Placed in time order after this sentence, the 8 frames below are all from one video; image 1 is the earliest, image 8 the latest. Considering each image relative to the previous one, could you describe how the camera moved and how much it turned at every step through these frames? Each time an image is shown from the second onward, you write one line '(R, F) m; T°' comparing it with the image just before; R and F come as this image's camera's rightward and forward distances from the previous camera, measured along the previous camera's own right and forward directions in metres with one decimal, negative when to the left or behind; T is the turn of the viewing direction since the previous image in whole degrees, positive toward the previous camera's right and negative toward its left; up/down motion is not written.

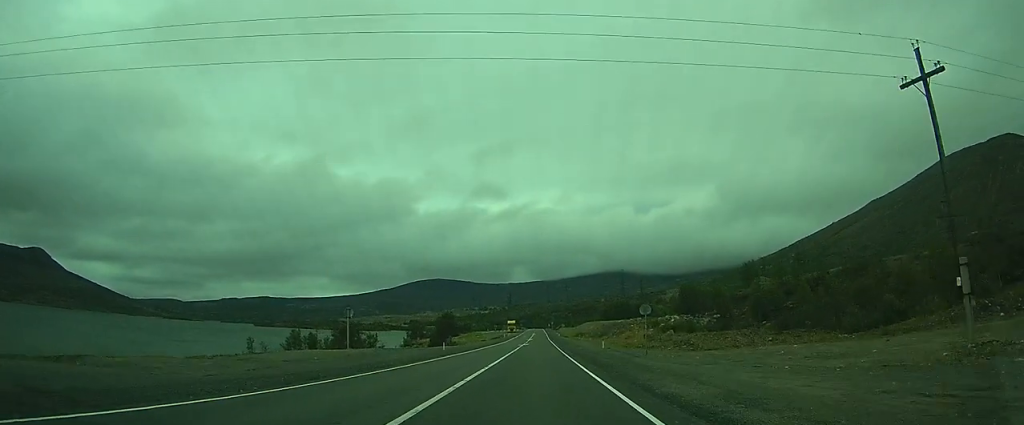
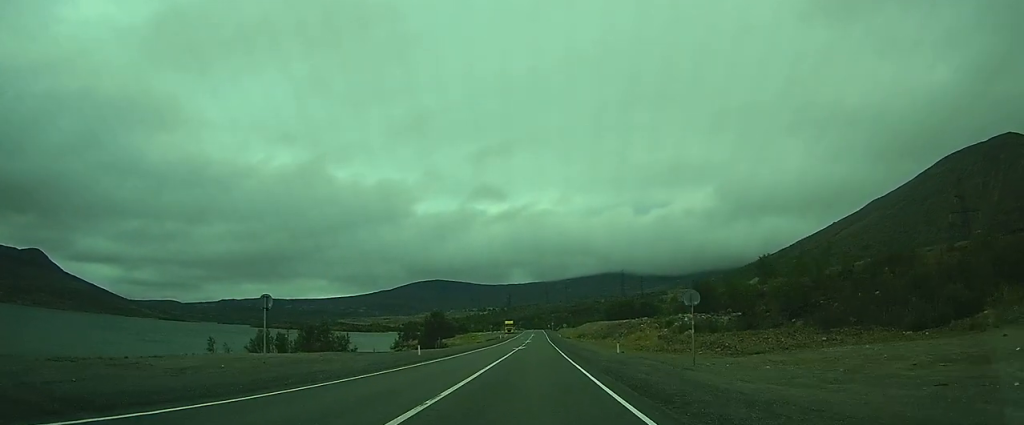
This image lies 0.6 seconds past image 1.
(-0.1, +11.3) m; +1°
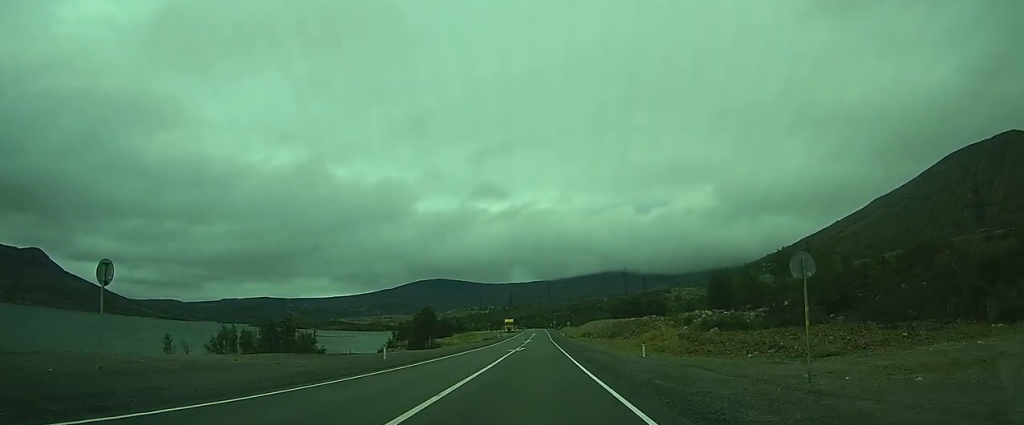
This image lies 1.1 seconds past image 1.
(+0.2, +10.6) m; +1°
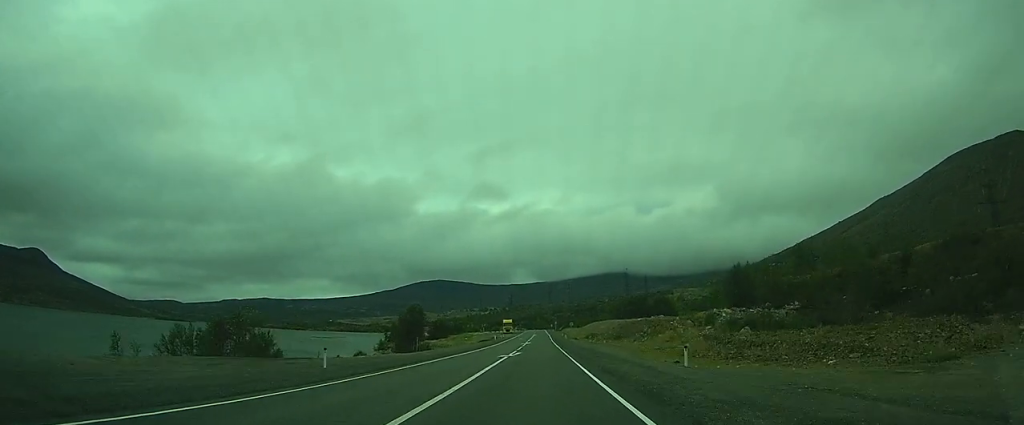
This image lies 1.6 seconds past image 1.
(0.0, +9.9) m; +1°
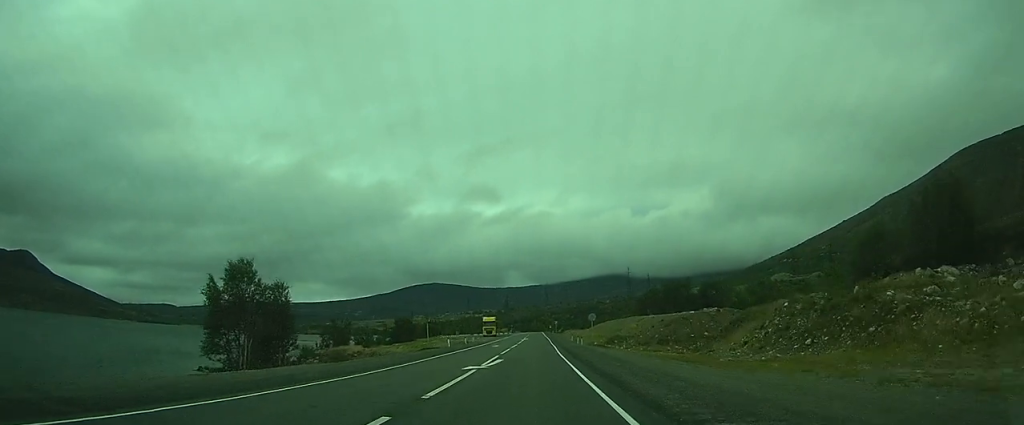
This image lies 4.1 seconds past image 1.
(+1.5, +49.9) m; +3°
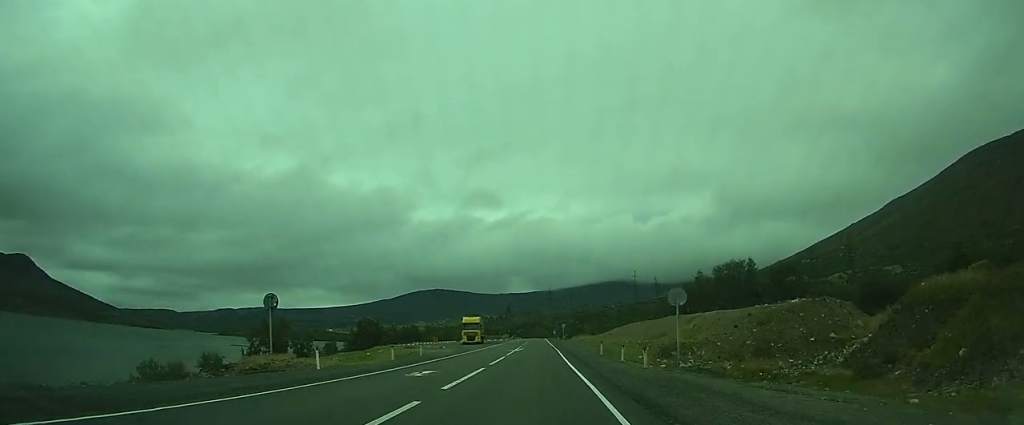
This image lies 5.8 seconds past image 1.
(+0.1, +34.3) m; 0°
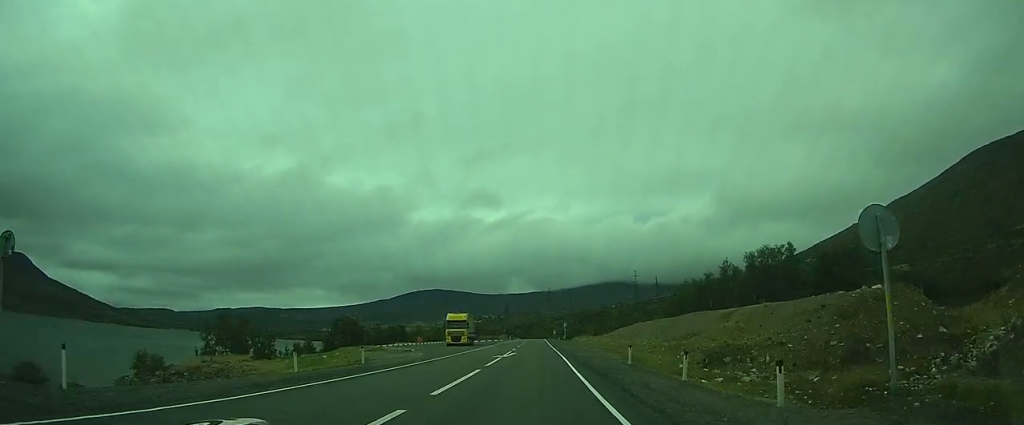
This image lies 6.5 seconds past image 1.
(-0.2, +13.6) m; 0°
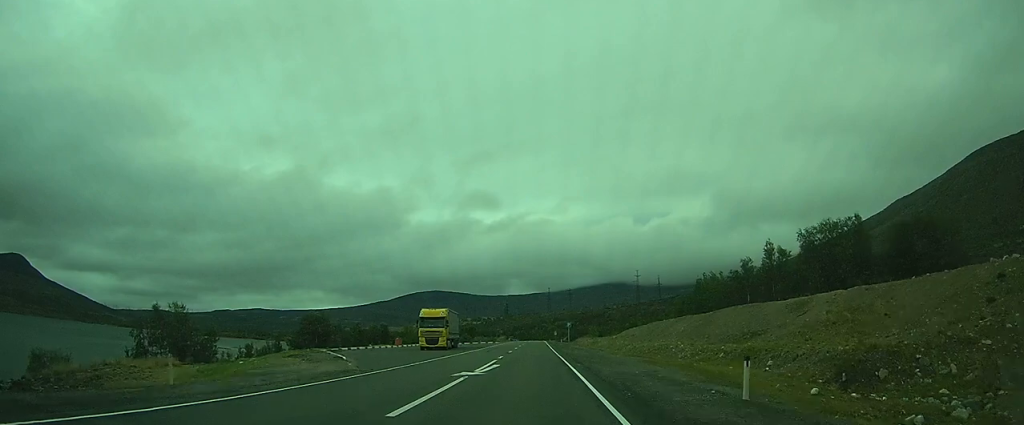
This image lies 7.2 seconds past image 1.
(+0.3, +15.8) m; -1°
